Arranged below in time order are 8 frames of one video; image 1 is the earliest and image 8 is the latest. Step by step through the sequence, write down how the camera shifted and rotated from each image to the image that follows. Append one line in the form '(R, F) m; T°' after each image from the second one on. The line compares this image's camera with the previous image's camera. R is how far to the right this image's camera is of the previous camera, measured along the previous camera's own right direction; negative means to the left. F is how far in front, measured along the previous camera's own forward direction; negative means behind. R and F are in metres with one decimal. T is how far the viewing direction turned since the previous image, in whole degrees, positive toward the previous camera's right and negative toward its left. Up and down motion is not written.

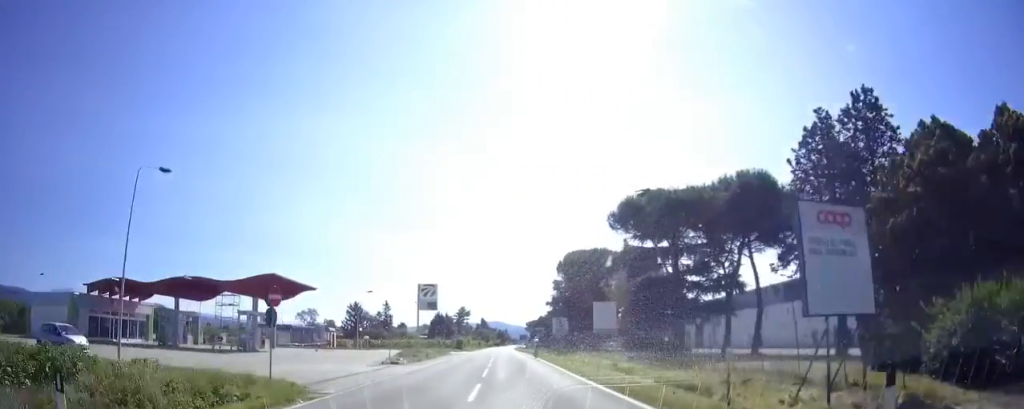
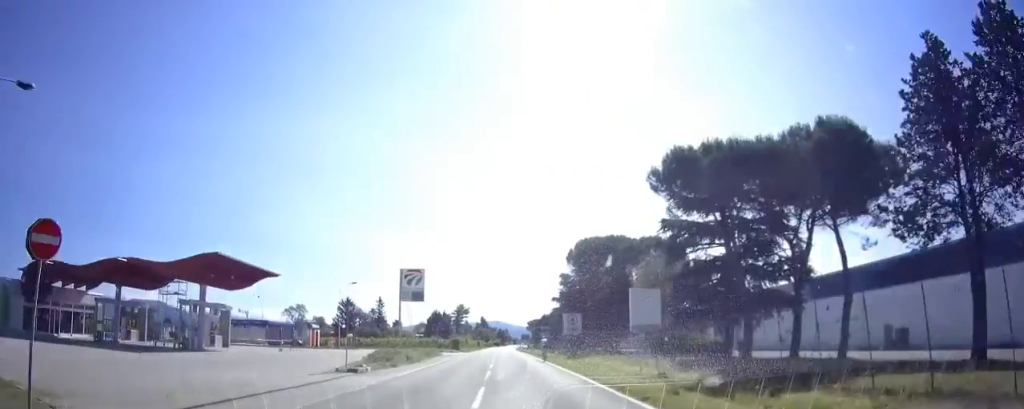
(+0.1, +8.5) m; -1°
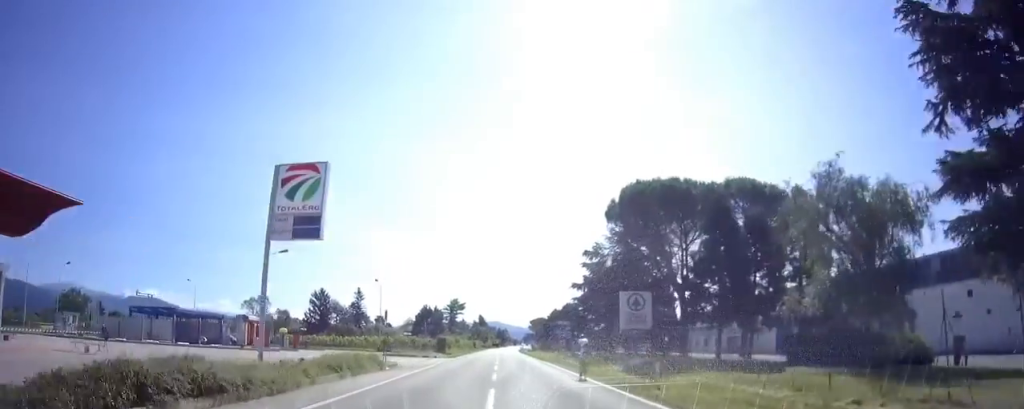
(-0.4, +22.4) m; +1°
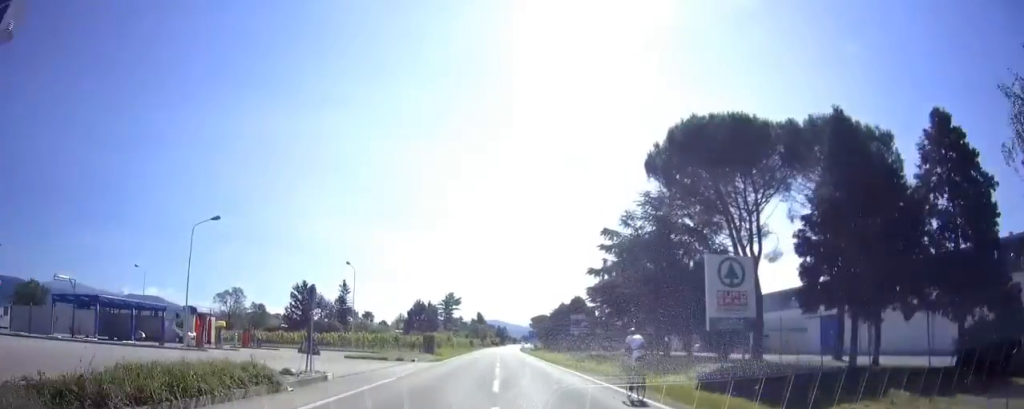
(+0.6, +12.2) m; +1°
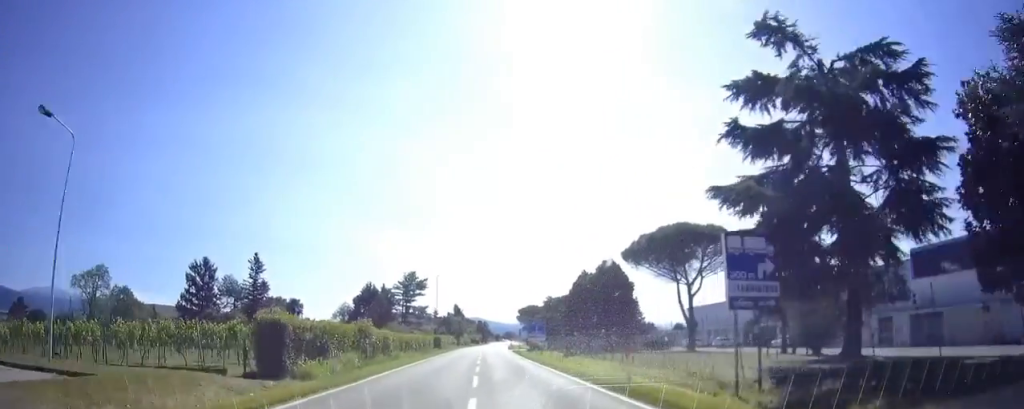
(+0.1, +35.6) m; +1°
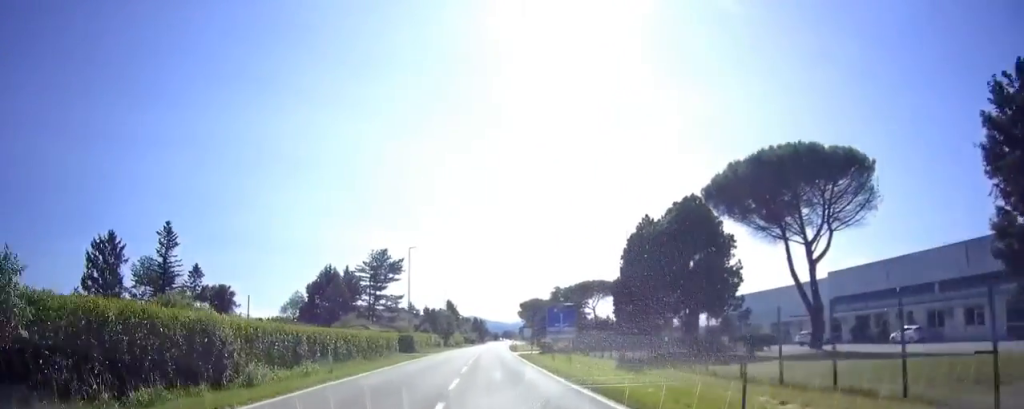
(+0.2, +22.7) m; +1°
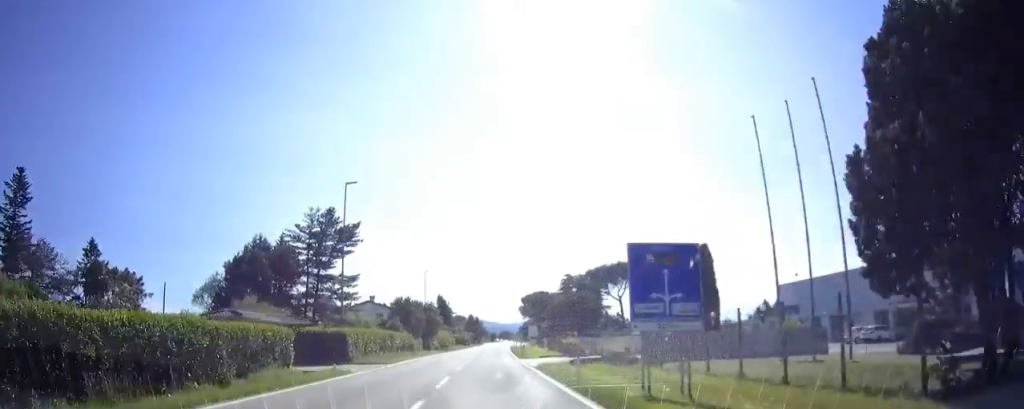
(+0.2, +22.9) m; +1°
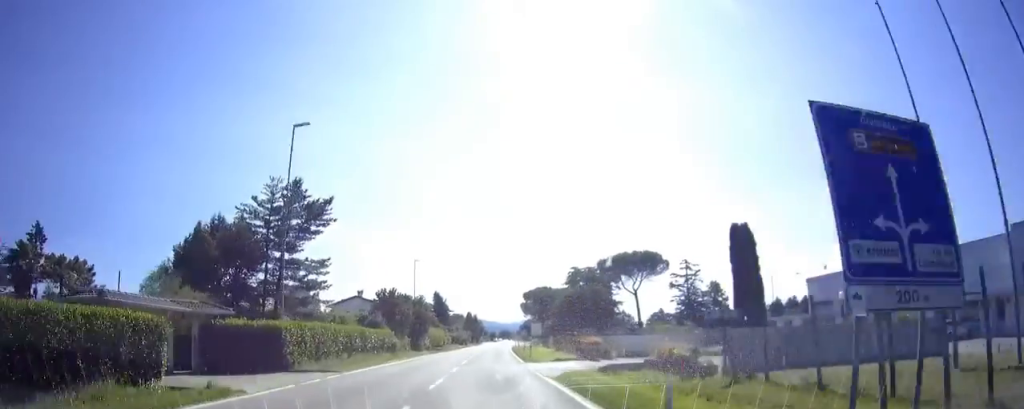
(0.0, +8.7) m; 0°
